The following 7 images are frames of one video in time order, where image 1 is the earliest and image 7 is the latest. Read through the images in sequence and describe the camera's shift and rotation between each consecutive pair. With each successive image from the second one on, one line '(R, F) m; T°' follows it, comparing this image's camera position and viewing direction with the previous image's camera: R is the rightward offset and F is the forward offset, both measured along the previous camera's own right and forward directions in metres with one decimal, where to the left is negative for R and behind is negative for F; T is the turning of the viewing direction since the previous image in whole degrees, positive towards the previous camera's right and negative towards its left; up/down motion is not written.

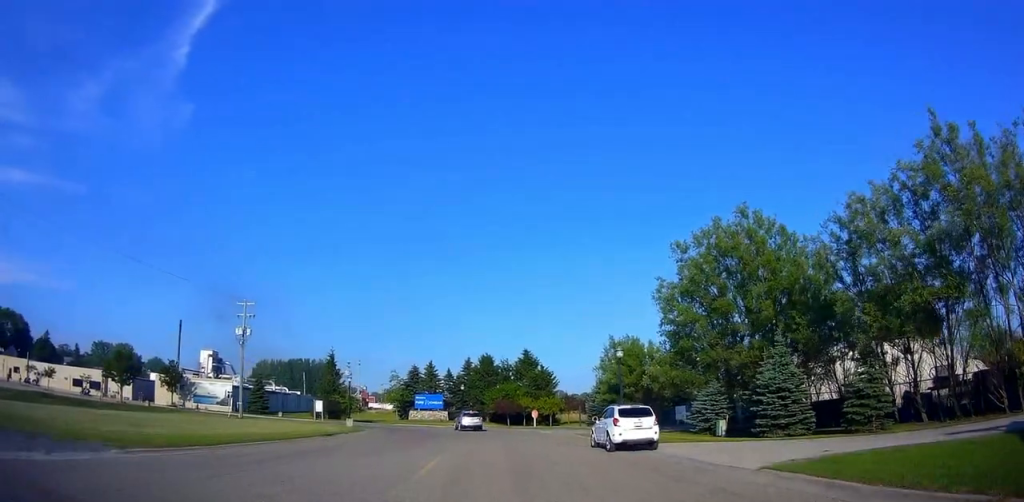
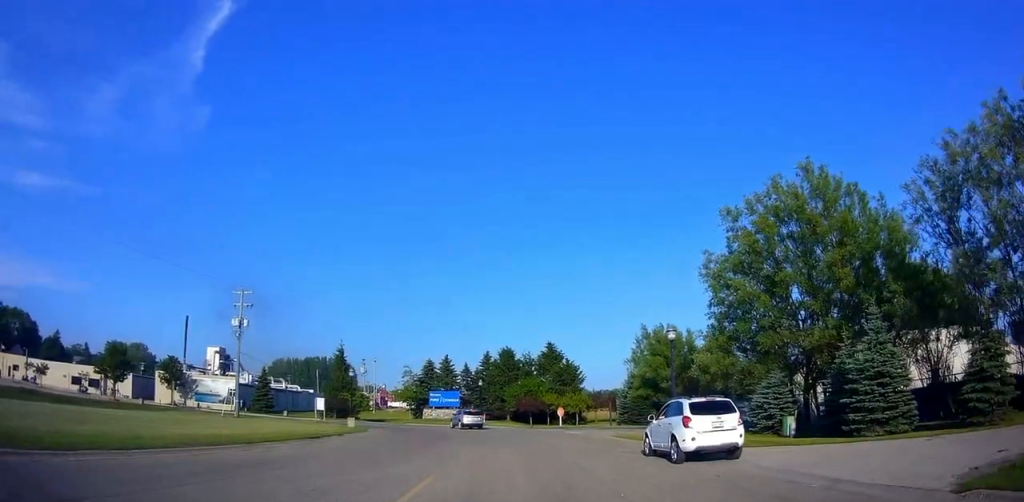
(-0.8, +6.0) m; 0°
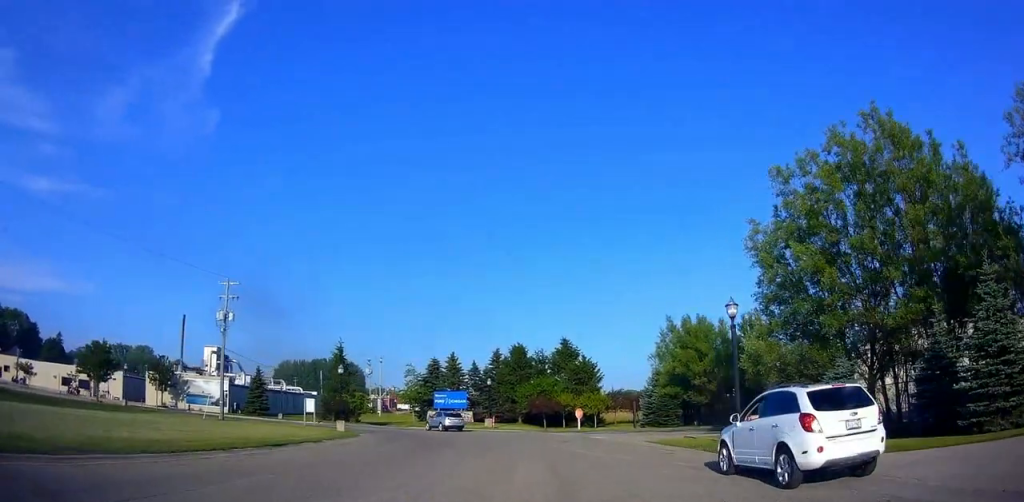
(+0.7, +5.6) m; 0°
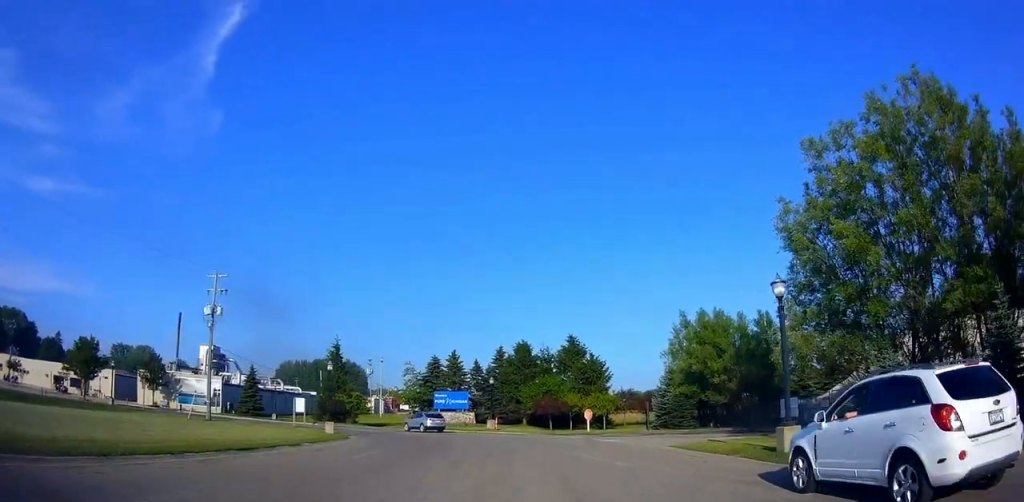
(-0.1, +3.1) m; -2°
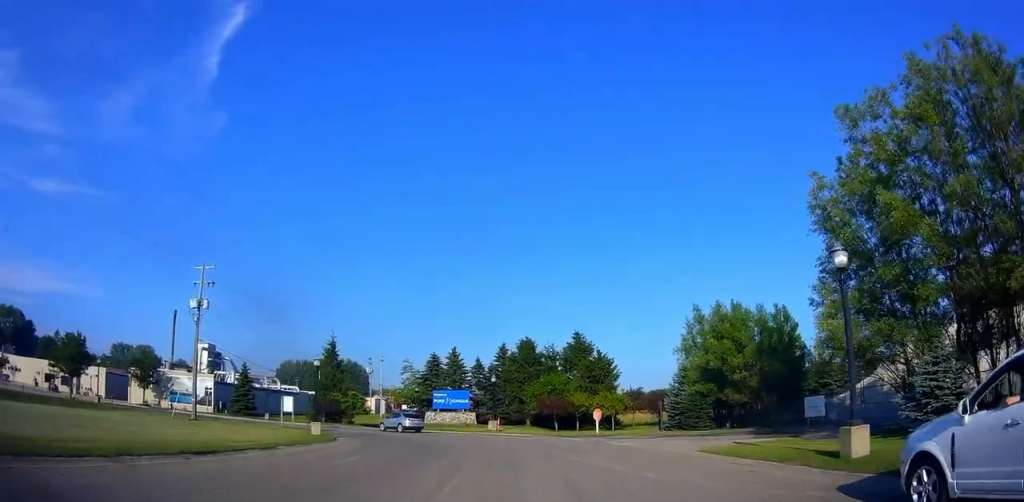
(-0.3, +2.9) m; -3°
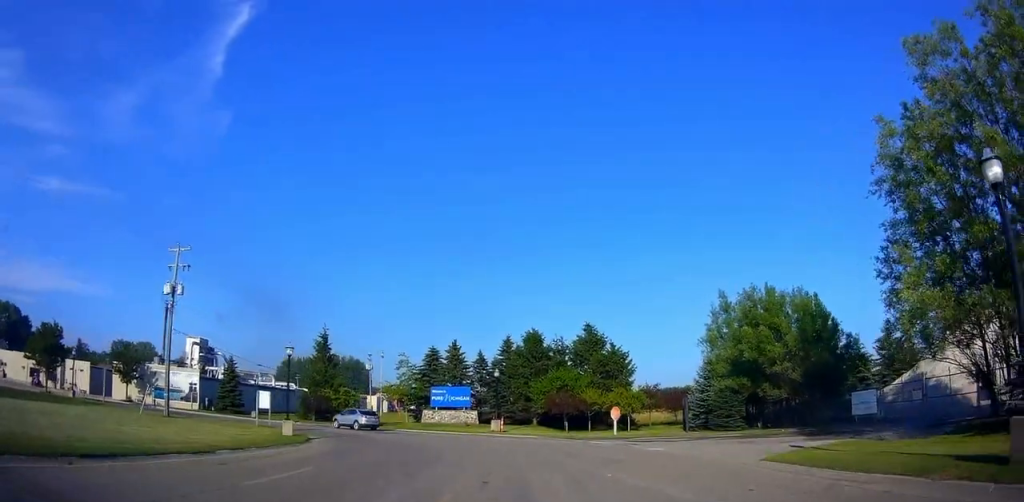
(-0.2, +4.7) m; -2°
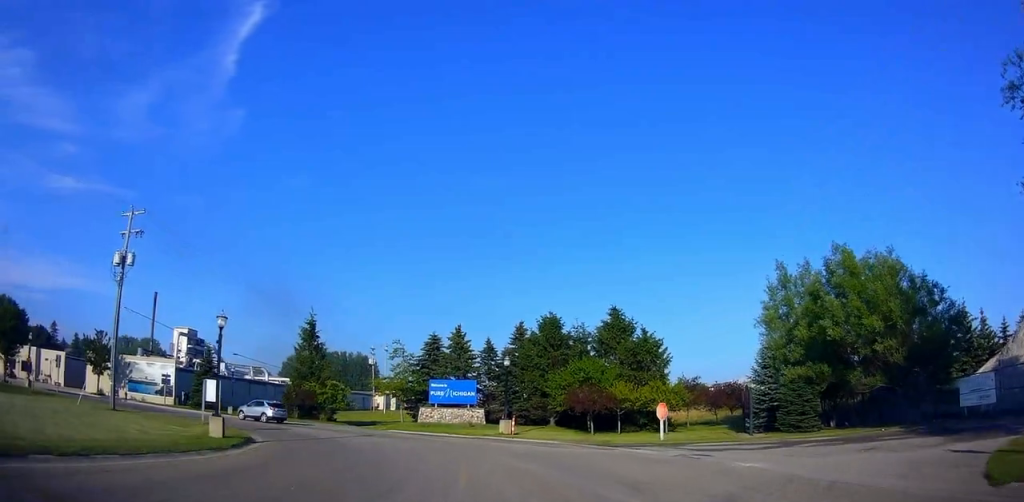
(0.0, +8.0) m; +4°
